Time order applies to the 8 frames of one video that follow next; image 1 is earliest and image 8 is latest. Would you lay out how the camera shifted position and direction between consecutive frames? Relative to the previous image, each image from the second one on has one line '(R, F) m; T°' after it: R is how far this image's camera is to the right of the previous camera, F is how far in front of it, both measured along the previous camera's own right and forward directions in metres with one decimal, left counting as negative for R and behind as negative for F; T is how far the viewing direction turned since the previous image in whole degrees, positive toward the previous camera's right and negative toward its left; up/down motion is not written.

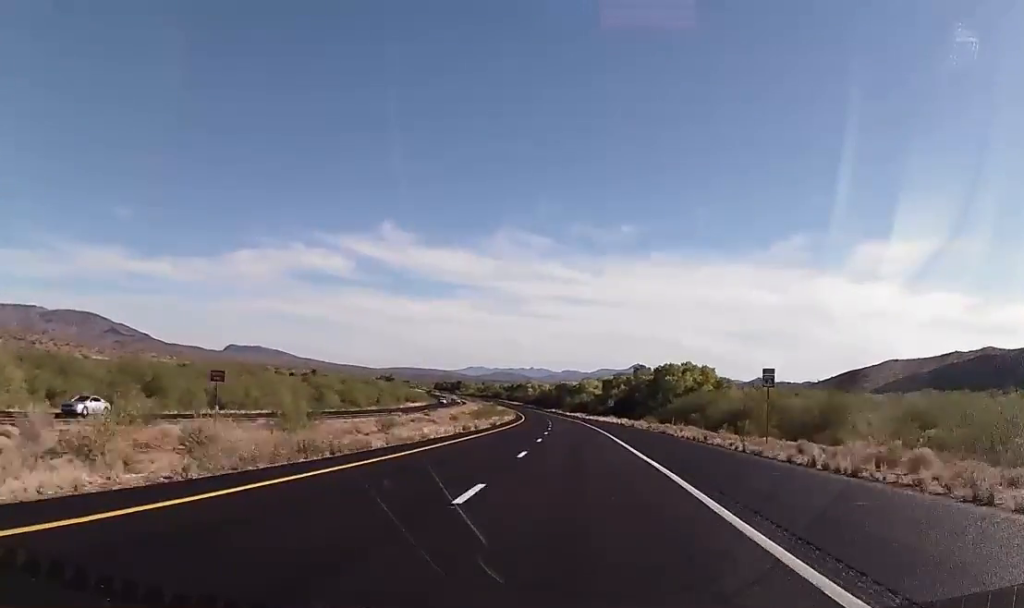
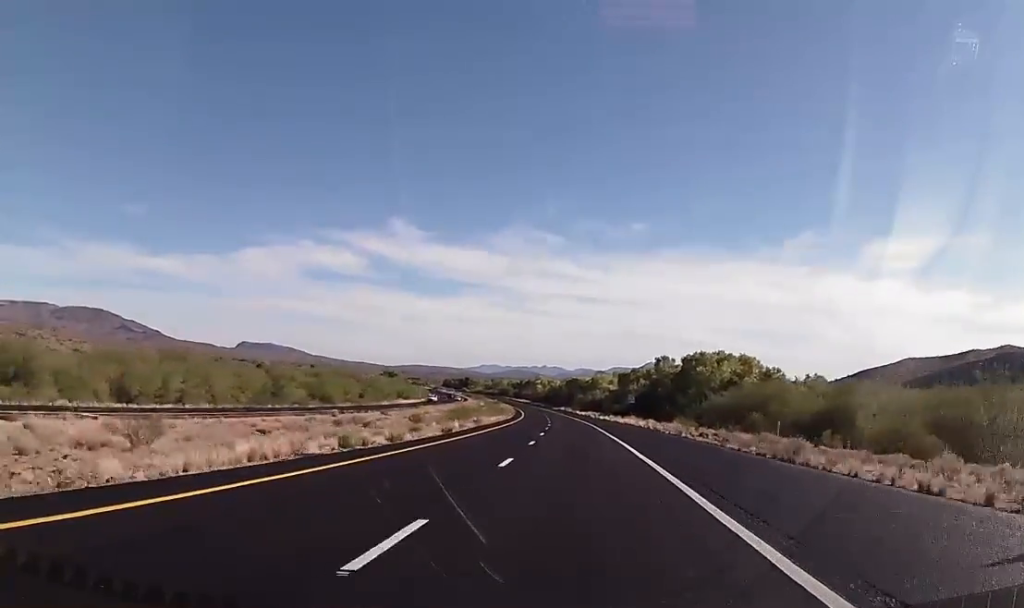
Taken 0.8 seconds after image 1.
(-0.3, +29.1) m; -1°
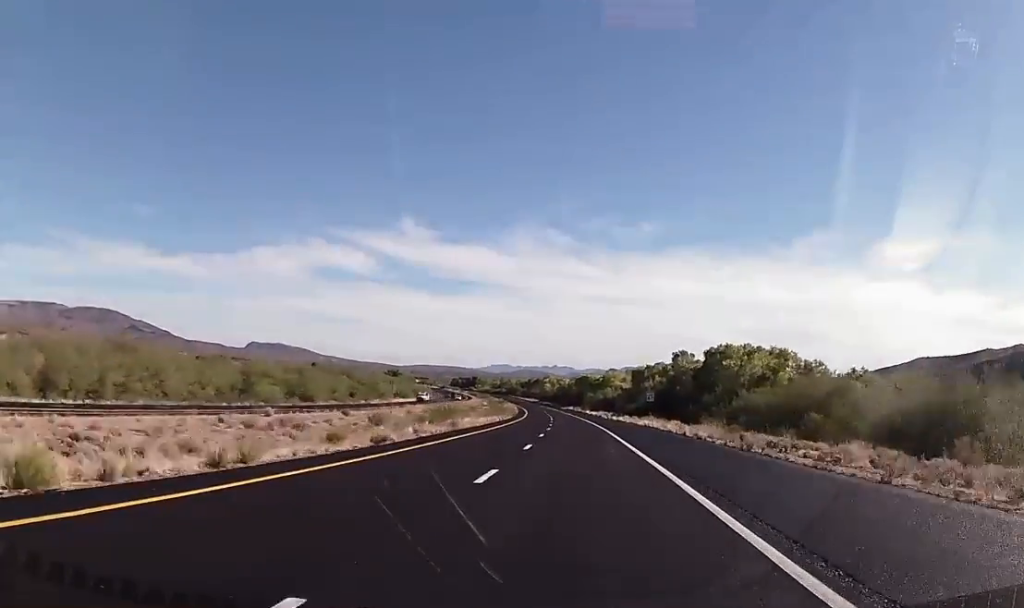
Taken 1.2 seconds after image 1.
(-0.1, +16.5) m; -1°
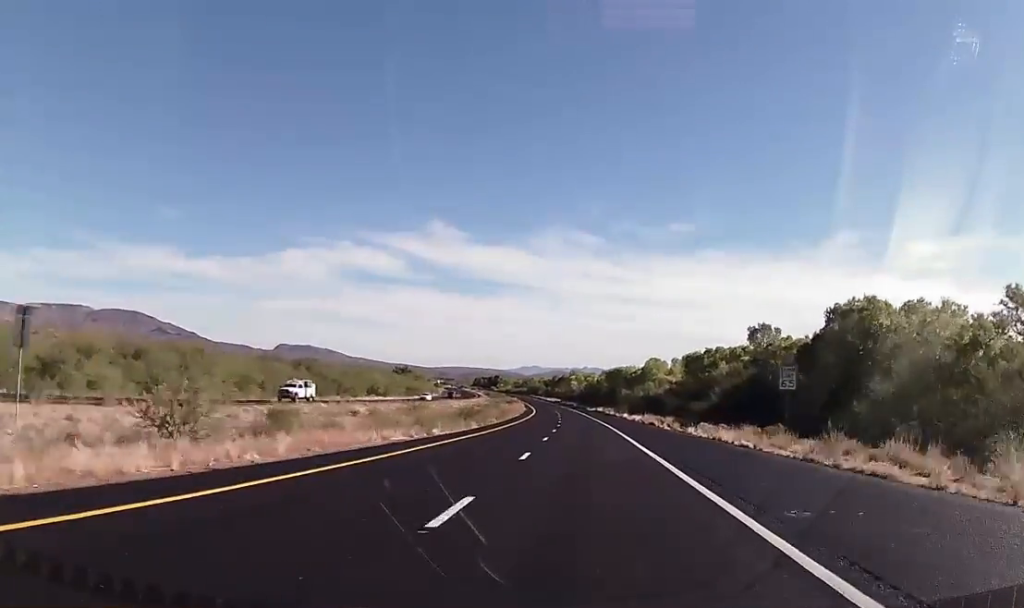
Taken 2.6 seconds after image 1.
(-1.3, +54.3) m; -2°
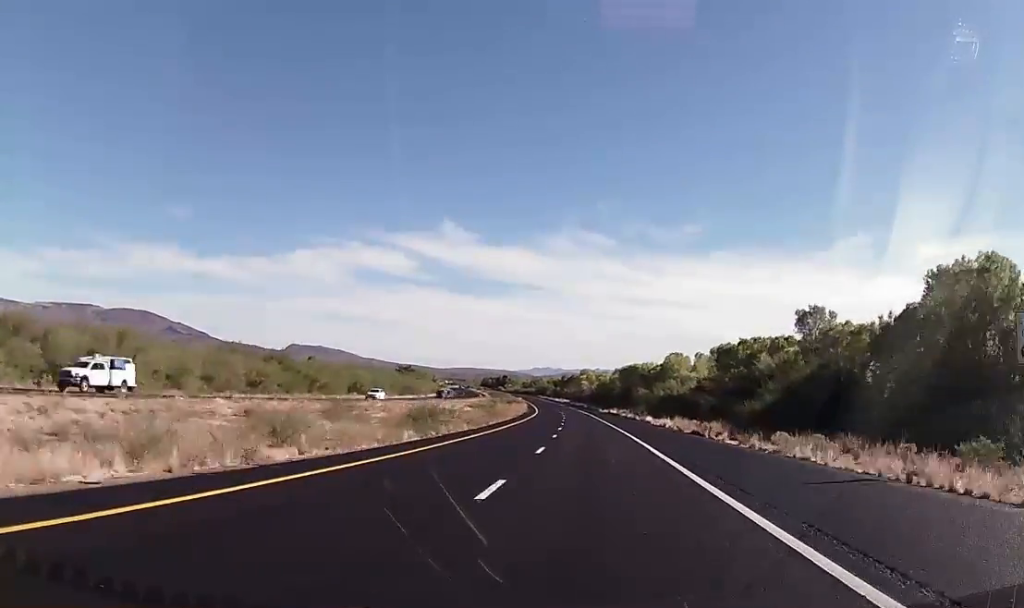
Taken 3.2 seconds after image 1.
(-0.2, +21.5) m; -1°
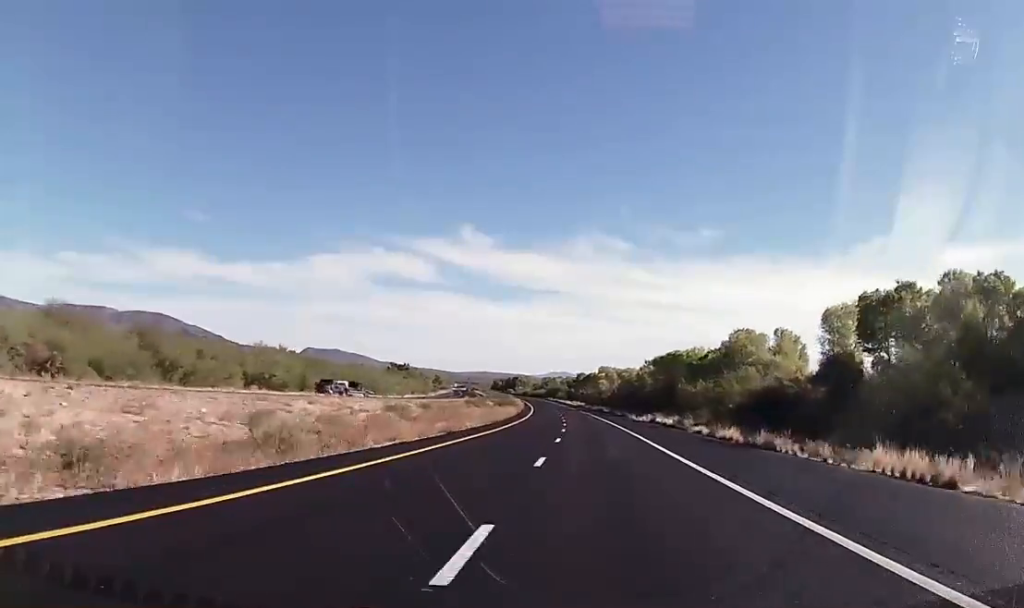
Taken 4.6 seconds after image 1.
(-0.7, +54.3) m; -2°
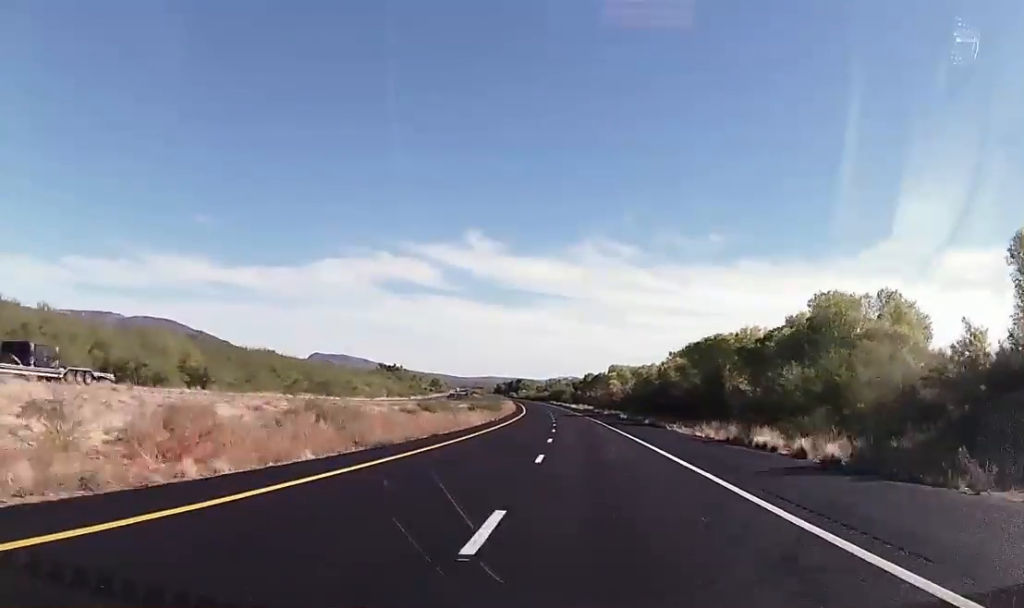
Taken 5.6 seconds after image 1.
(-0.4, +35.3) m; -1°
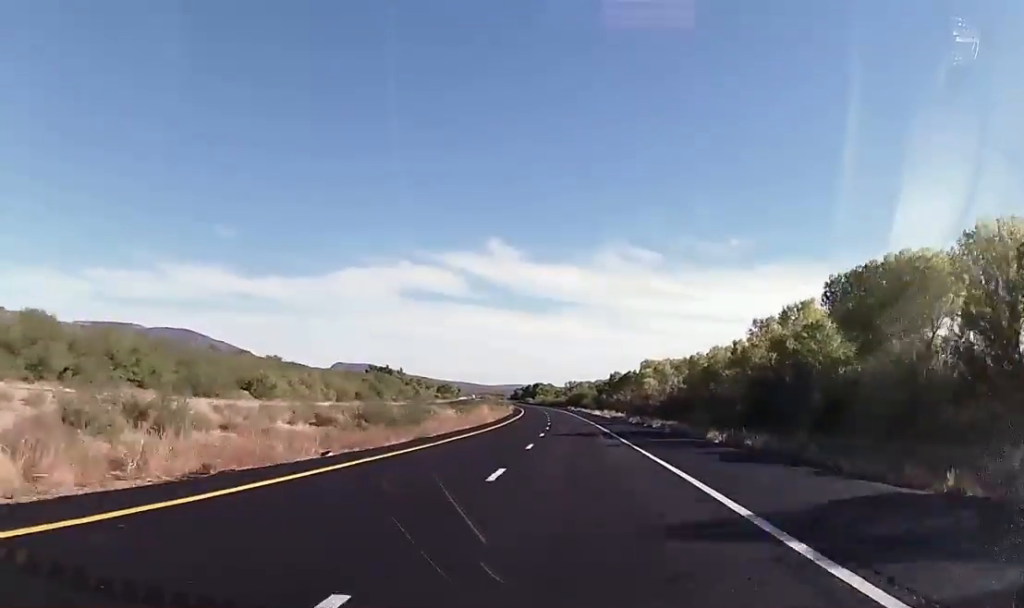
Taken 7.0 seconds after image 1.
(-0.8, +52.8) m; 0°
